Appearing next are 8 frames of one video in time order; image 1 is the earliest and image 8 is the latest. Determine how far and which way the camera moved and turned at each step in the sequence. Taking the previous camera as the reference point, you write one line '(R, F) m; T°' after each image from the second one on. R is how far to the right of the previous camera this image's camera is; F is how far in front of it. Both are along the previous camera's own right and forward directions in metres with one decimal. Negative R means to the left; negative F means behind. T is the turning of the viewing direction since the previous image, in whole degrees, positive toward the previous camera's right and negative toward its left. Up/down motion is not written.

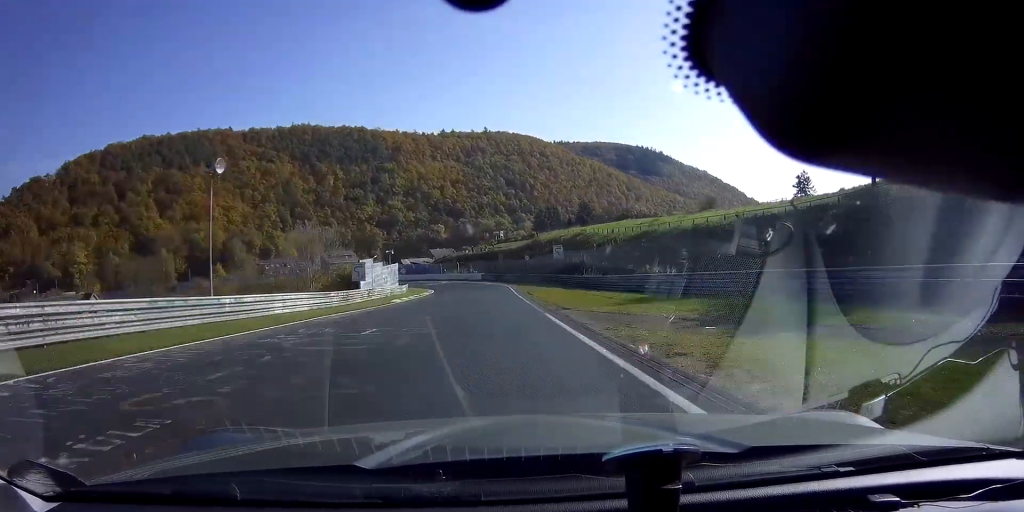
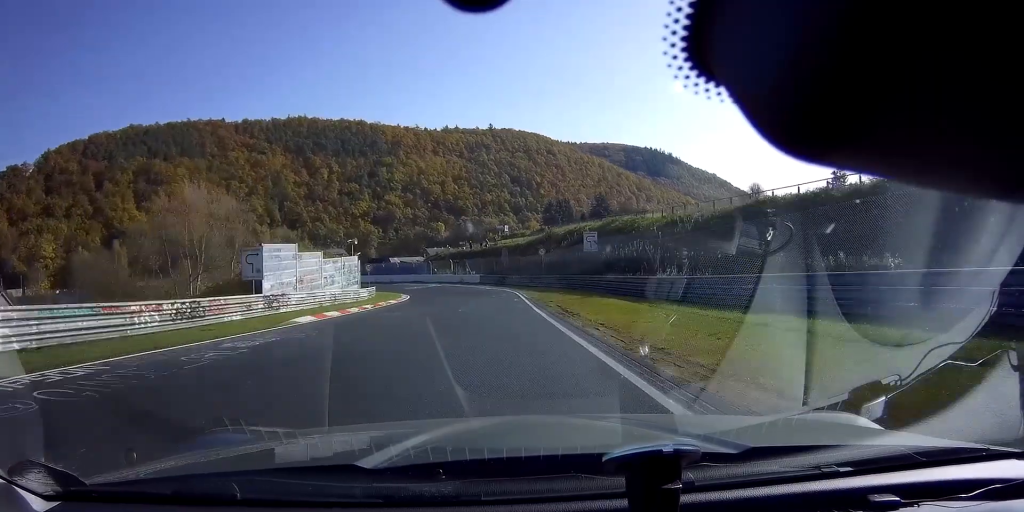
(0.0, +19.2) m; 0°
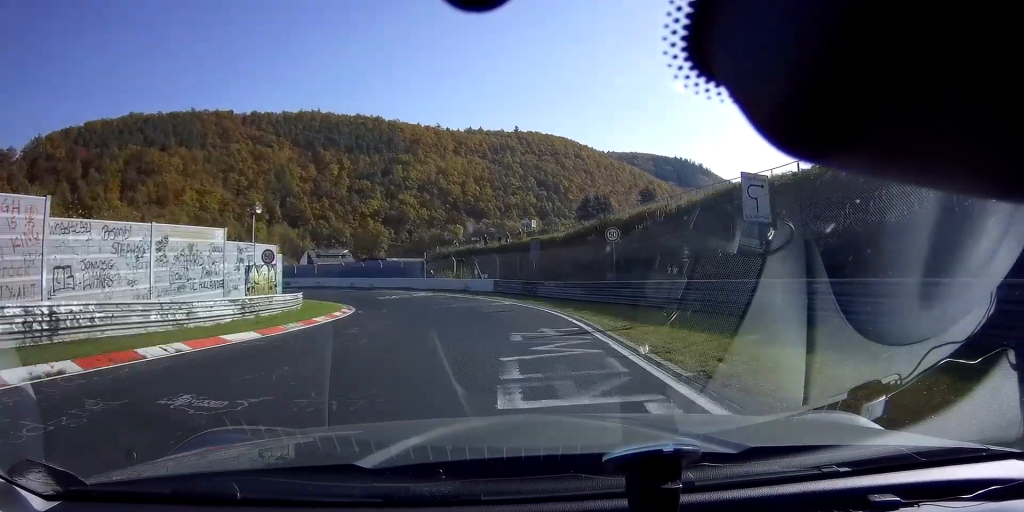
(0.0, +26.5) m; -1°
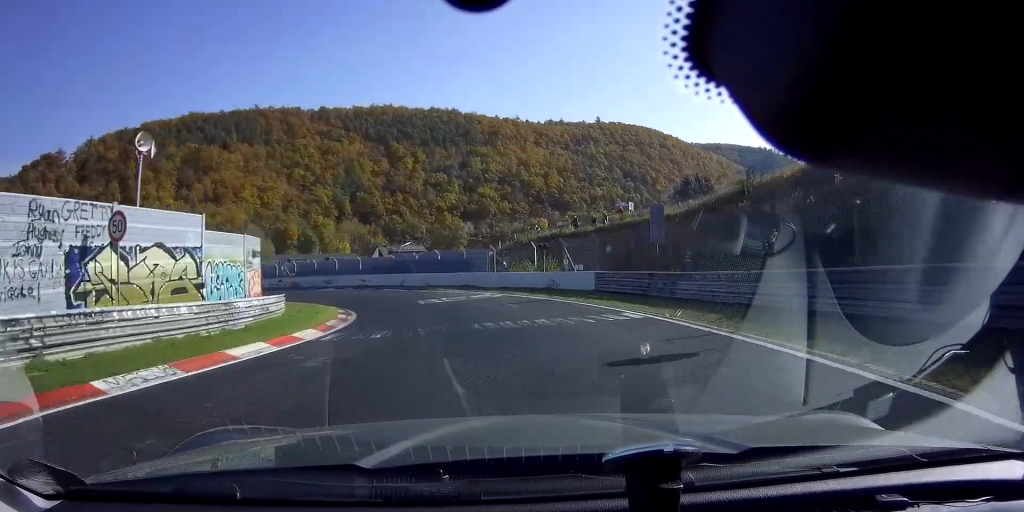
(+0.3, +18.2) m; -8°
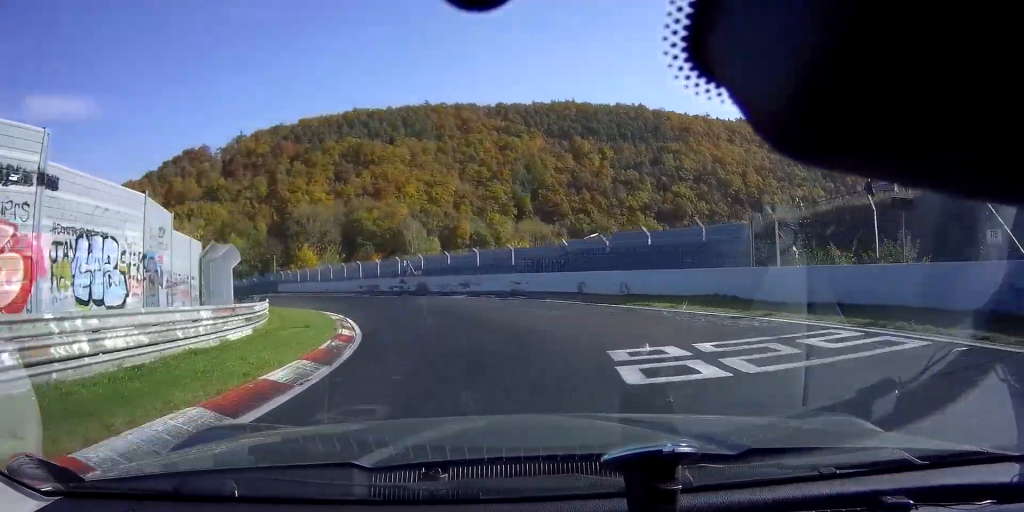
(-4.6, +23.5) m; -24°
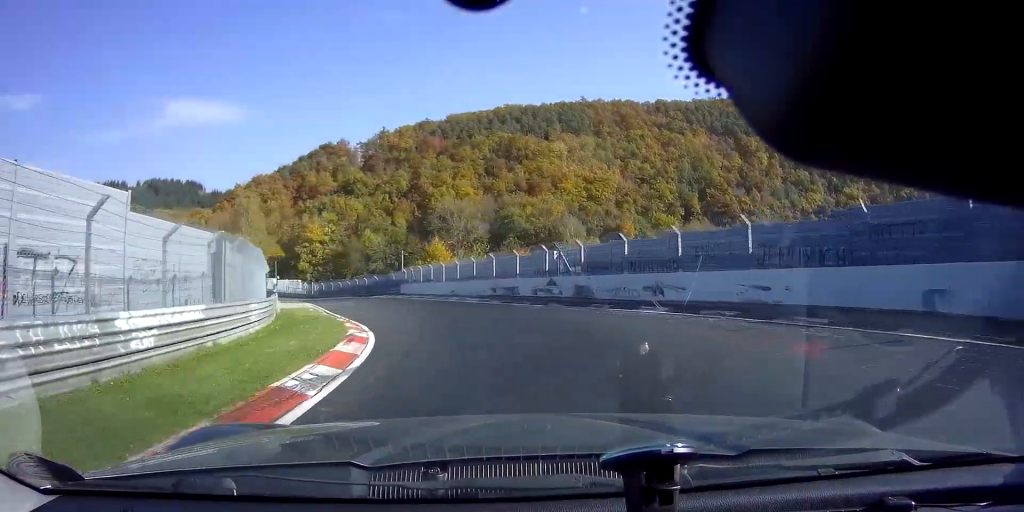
(-2.9, +16.8) m; -15°
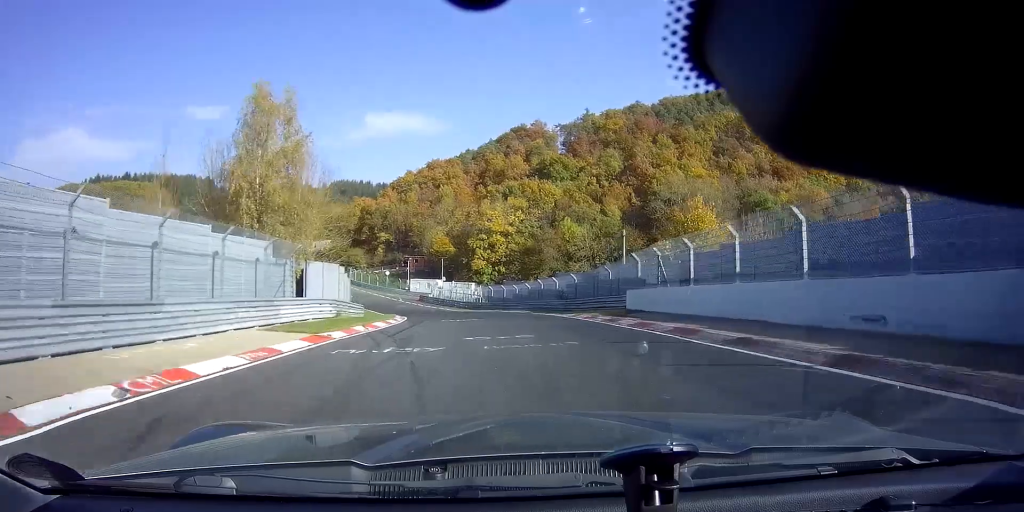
(-7.8, +36.4) m; -22°
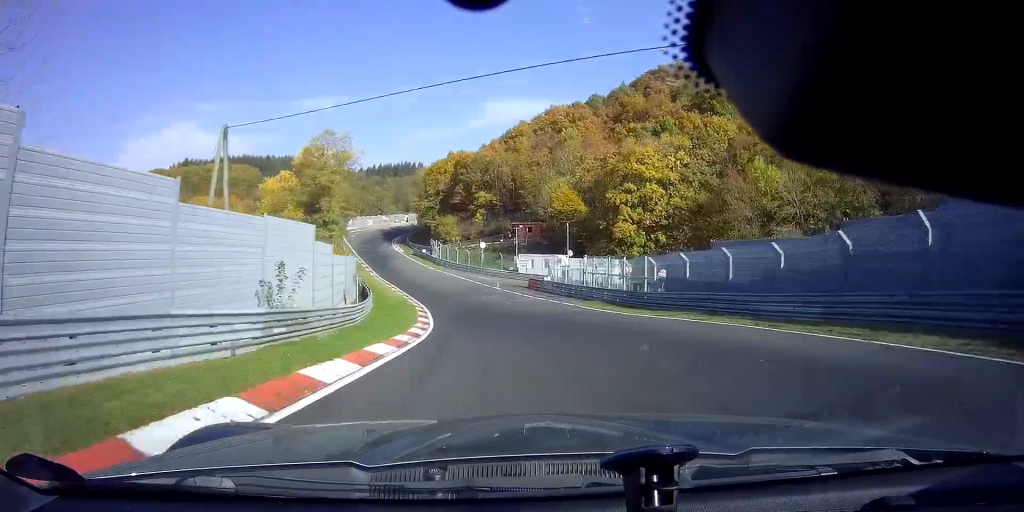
(-4.8, +36.7) m; -14°
